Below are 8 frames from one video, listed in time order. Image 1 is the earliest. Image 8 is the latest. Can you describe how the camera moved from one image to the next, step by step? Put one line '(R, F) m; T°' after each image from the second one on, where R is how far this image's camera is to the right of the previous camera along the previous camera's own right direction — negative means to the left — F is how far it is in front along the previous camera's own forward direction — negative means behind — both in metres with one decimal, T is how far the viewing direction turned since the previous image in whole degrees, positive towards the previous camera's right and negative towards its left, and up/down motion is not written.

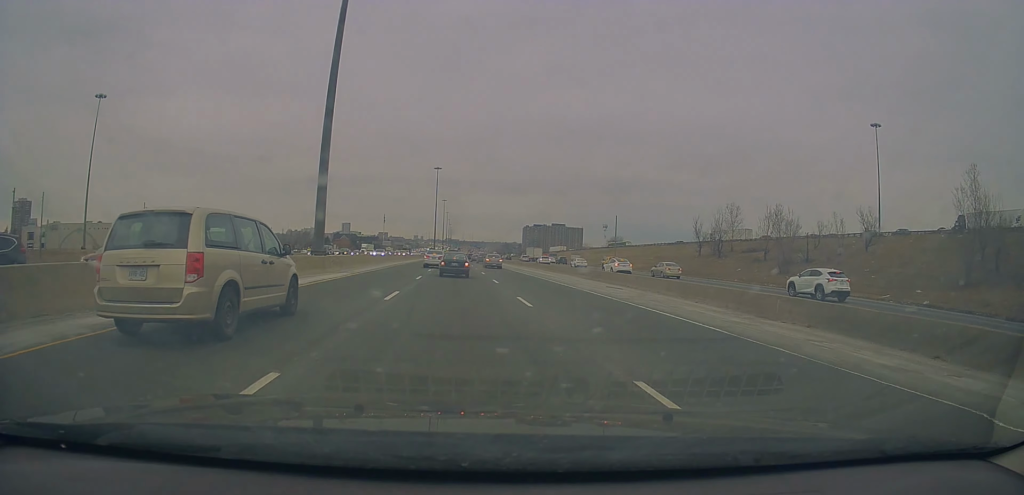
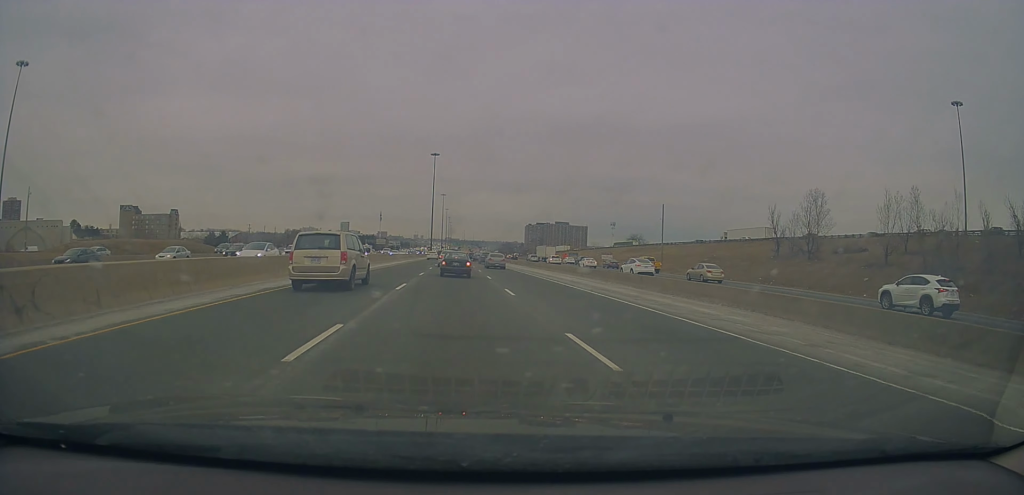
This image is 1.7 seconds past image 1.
(-0.1, +33.1) m; -1°
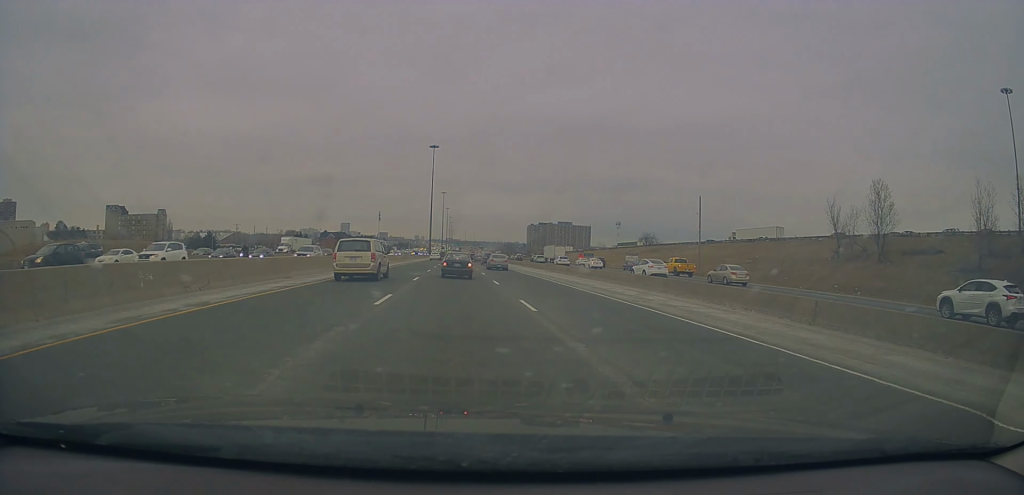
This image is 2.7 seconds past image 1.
(-0.3, +17.6) m; 0°
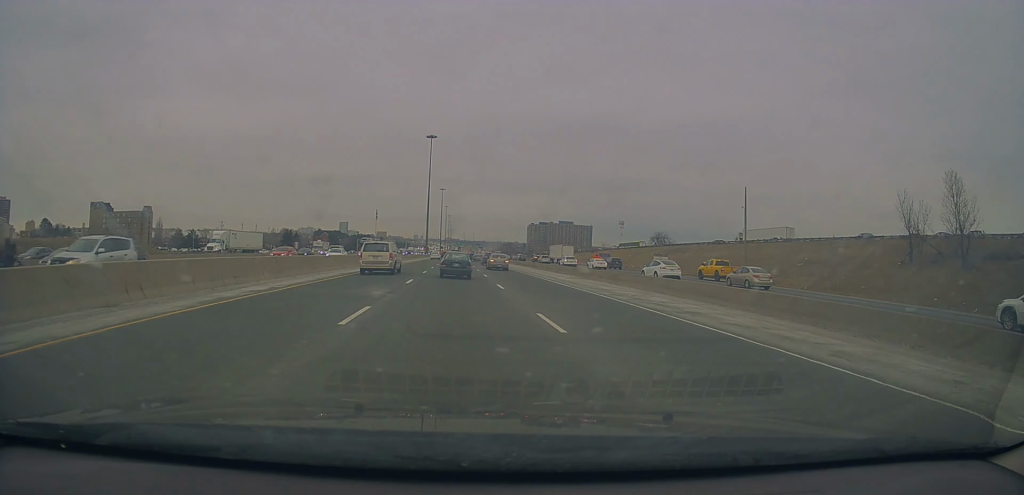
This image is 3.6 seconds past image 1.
(+0.1, +17.1) m; +1°
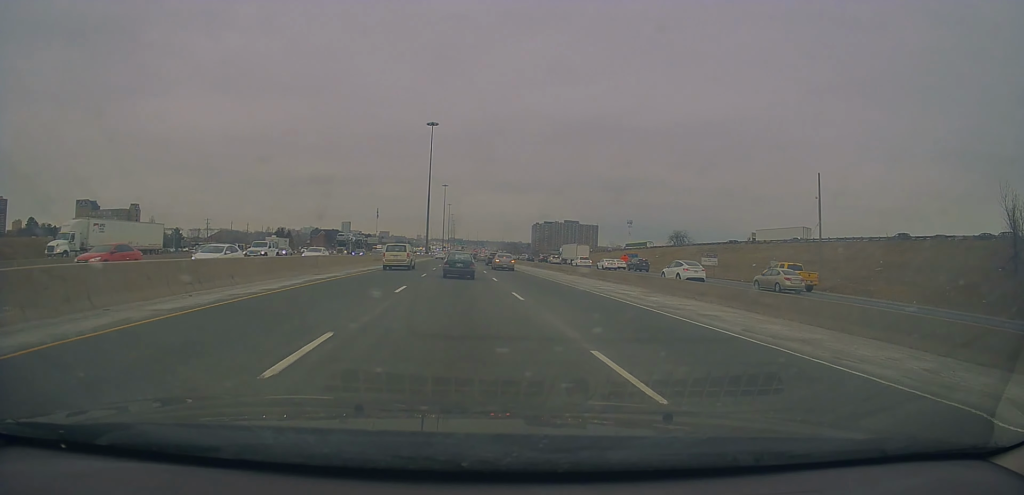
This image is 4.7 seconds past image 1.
(0.0, +18.7) m; 0°
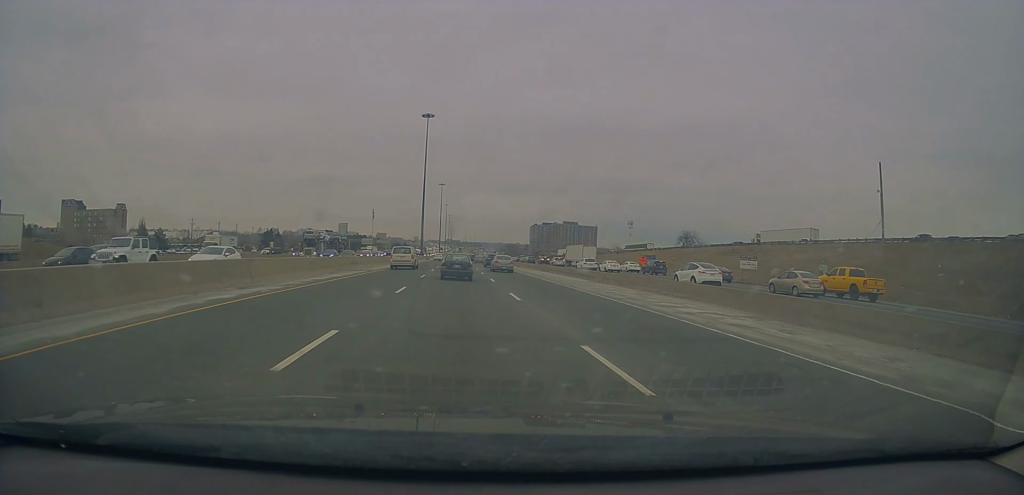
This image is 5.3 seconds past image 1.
(-0.2, +11.8) m; 0°
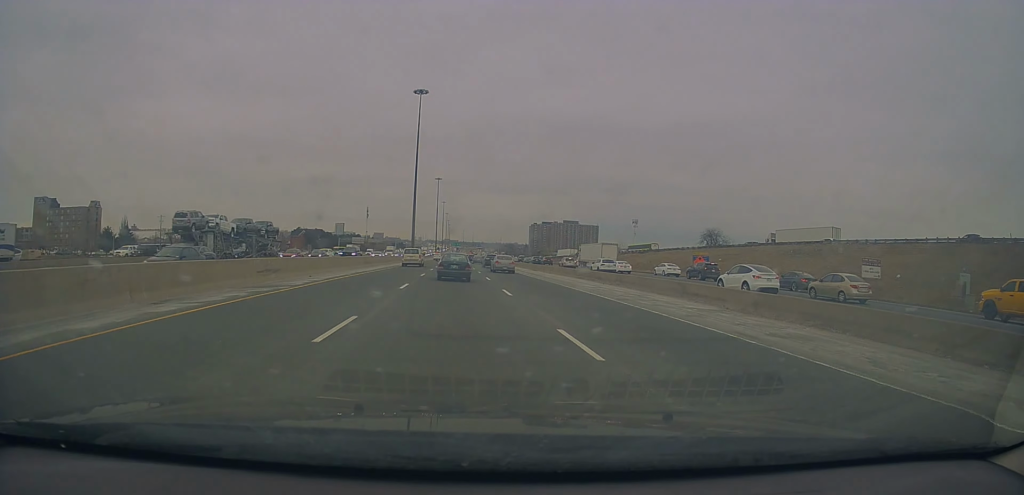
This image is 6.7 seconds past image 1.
(+0.5, +23.8) m; +1°
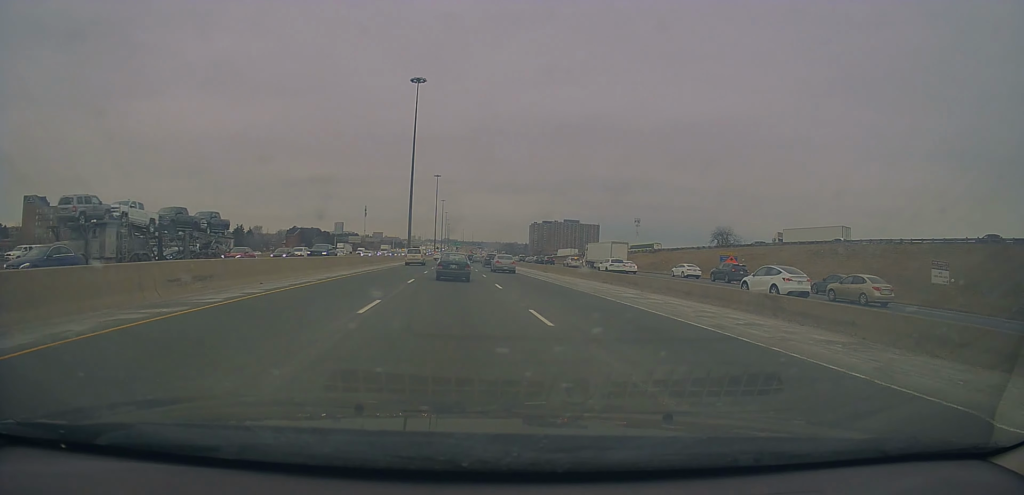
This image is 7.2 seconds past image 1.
(0.0, +9.4) m; 0°
